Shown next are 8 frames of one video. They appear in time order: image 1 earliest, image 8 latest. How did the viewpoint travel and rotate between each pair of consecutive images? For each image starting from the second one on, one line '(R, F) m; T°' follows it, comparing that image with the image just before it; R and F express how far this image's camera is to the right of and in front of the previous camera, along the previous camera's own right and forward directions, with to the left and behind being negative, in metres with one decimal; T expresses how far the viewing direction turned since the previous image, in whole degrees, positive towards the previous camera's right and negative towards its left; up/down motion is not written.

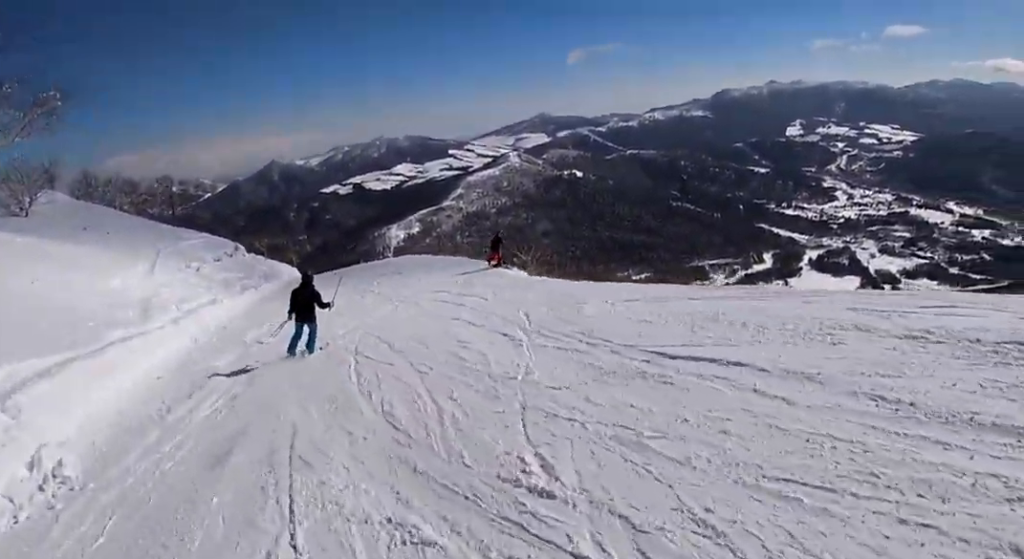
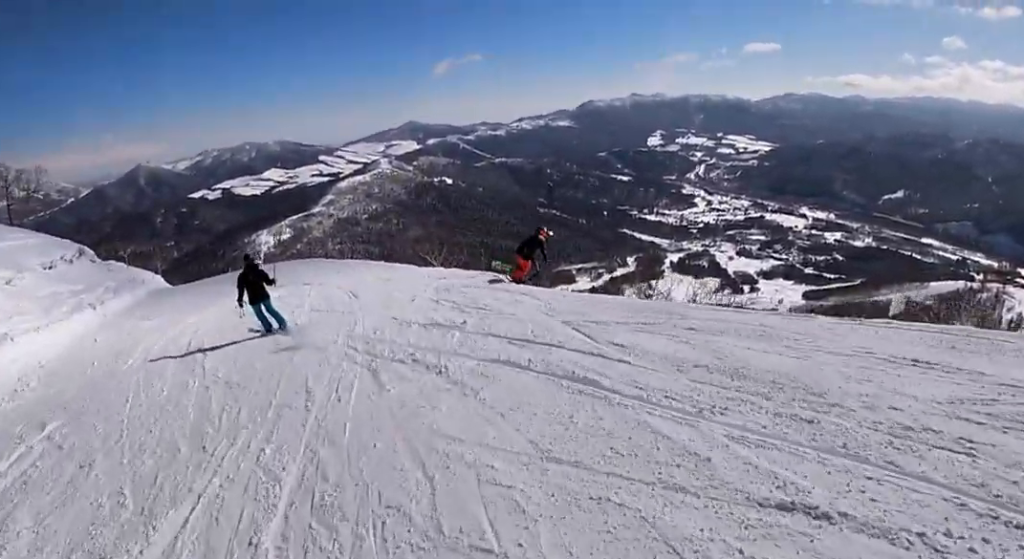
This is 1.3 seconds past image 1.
(+1.2, +10.5) m; +2°
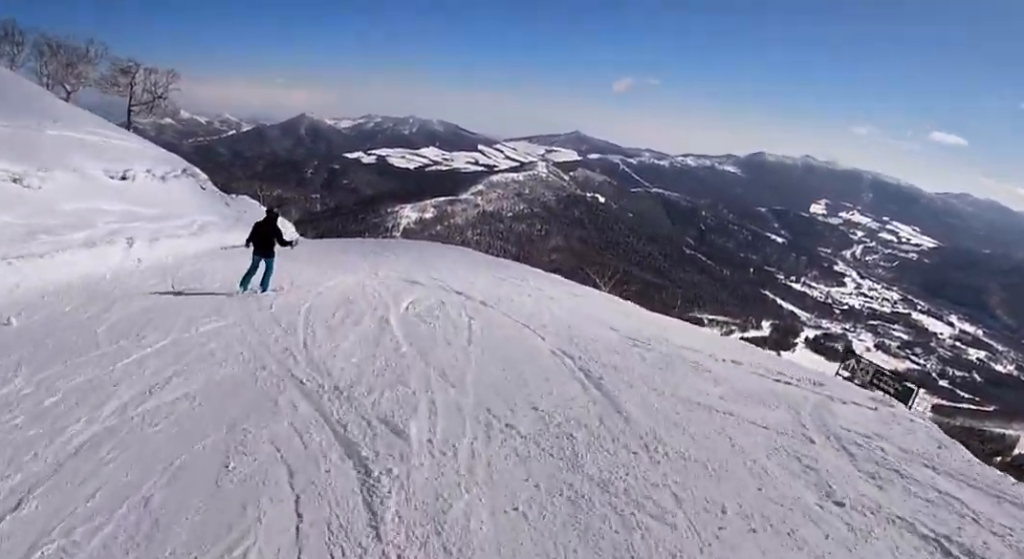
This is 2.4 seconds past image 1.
(-1.0, +9.7) m; -4°
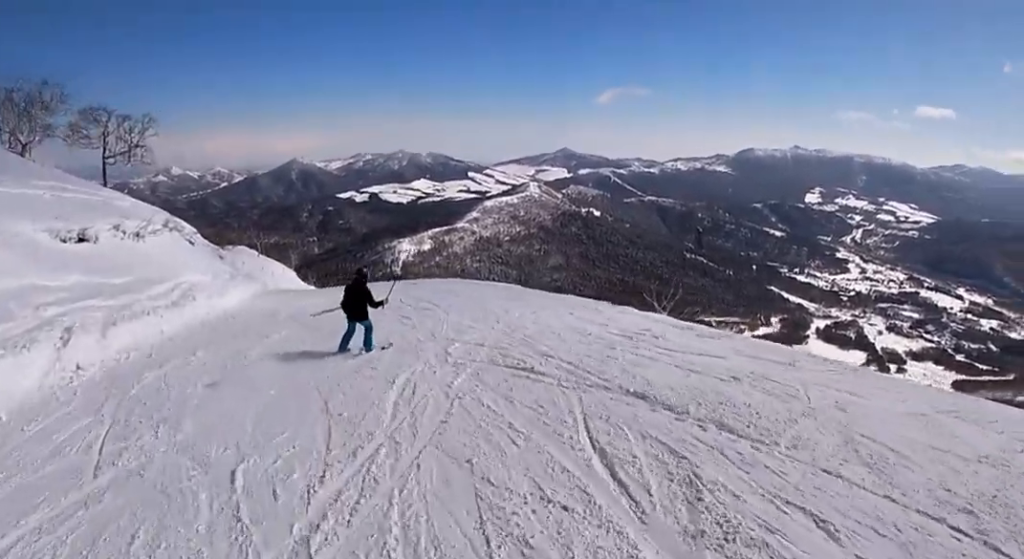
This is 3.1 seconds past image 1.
(+0.1, +6.1) m; +4°
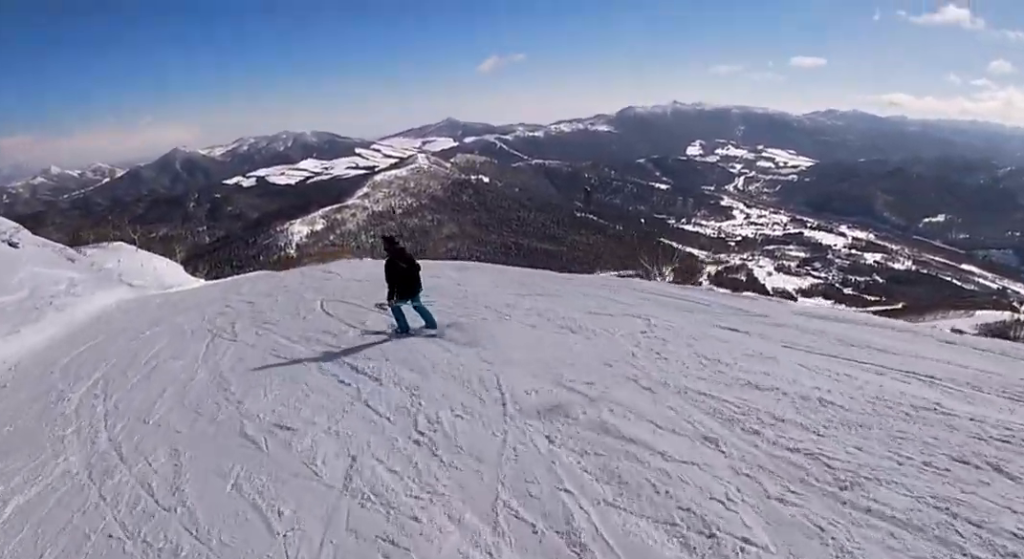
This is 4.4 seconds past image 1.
(+1.0, +10.0) m; +6°
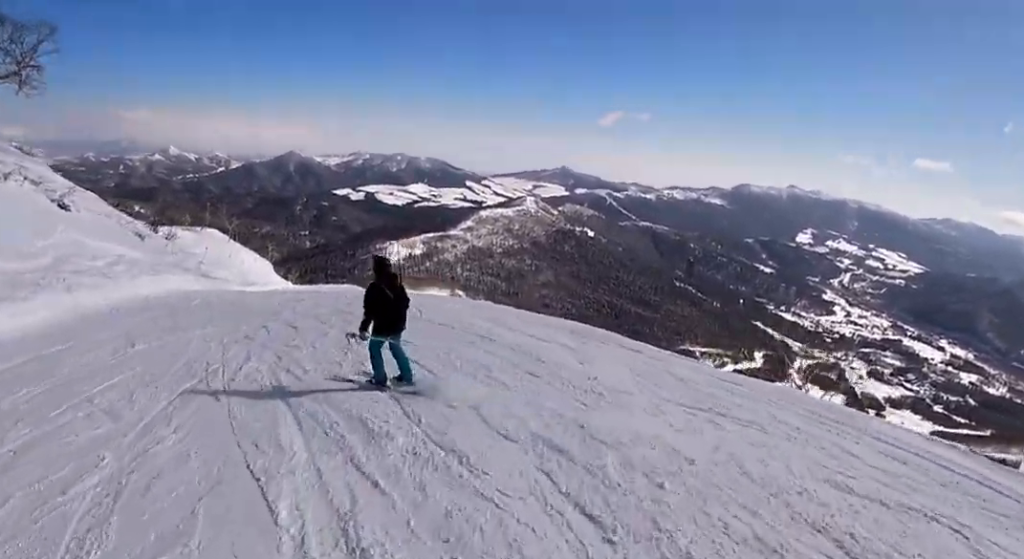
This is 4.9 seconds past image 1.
(0.0, +4.1) m; -2°
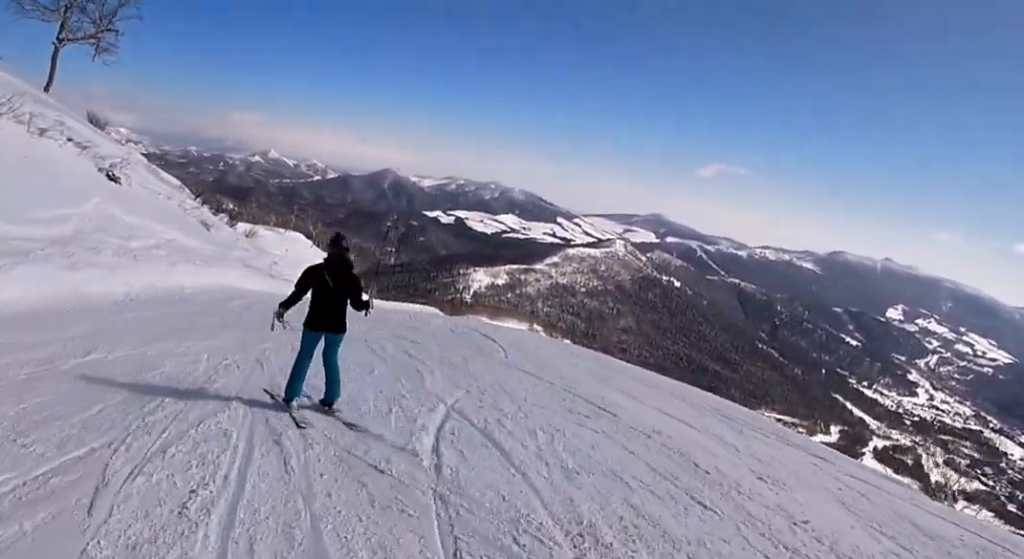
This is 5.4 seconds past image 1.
(+0.1, +3.2) m; -5°
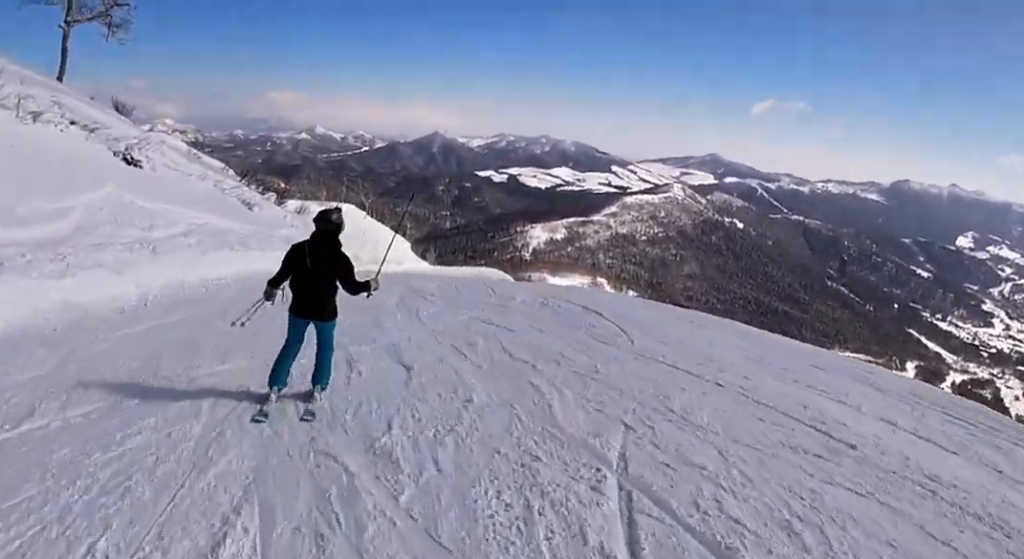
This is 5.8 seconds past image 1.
(+0.1, +2.7) m; -4°
